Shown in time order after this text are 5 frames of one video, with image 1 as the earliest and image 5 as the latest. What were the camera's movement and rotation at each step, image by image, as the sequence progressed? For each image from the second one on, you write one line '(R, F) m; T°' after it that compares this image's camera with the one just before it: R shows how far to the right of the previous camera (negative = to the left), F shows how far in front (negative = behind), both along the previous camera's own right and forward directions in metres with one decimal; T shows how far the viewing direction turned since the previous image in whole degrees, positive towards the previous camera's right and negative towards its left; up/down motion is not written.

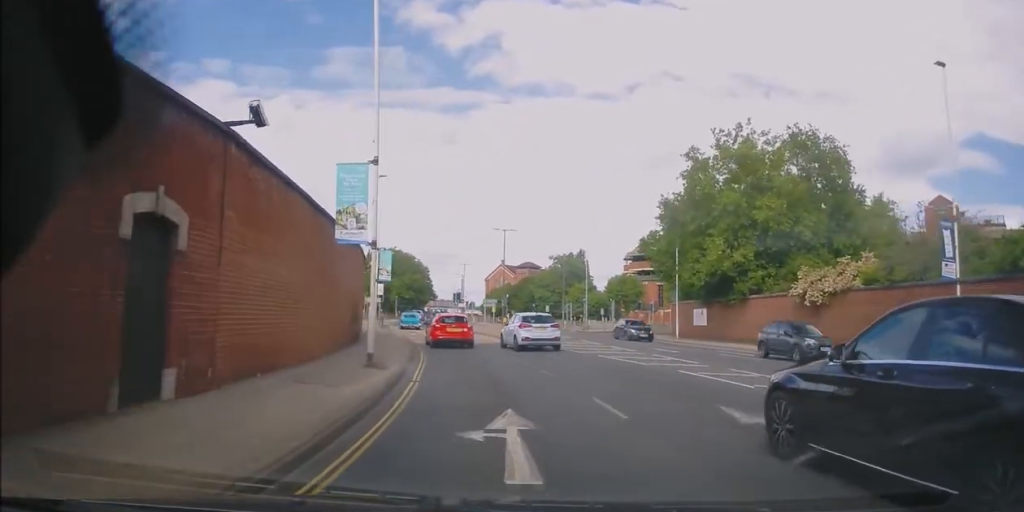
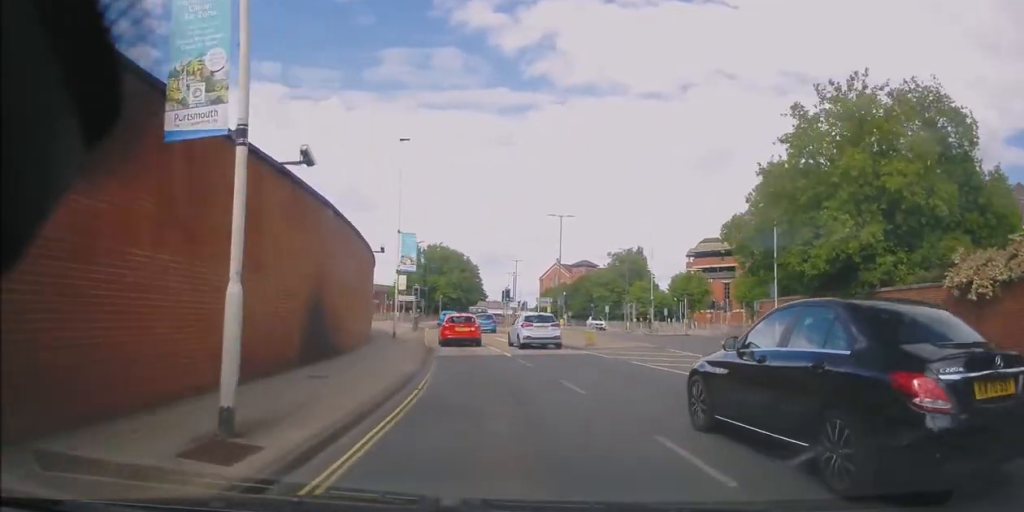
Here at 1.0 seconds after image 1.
(-0.3, +8.8) m; -6°
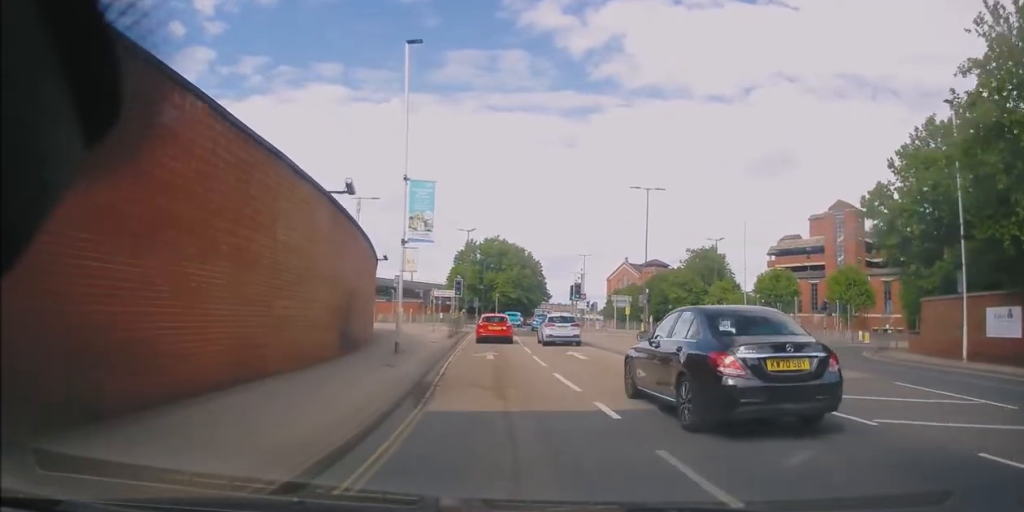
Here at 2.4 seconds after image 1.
(-0.9, +12.4) m; -8°
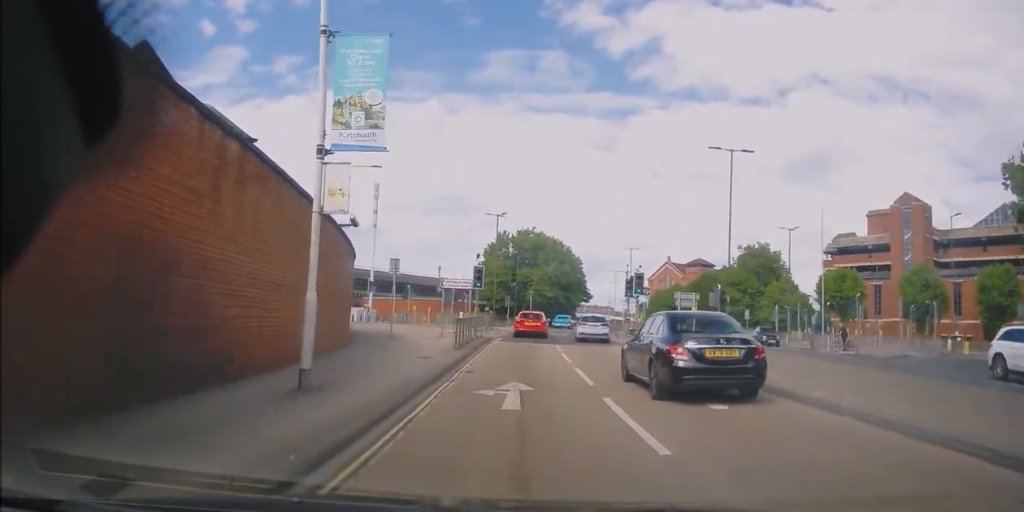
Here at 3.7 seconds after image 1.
(-0.5, +11.0) m; -4°
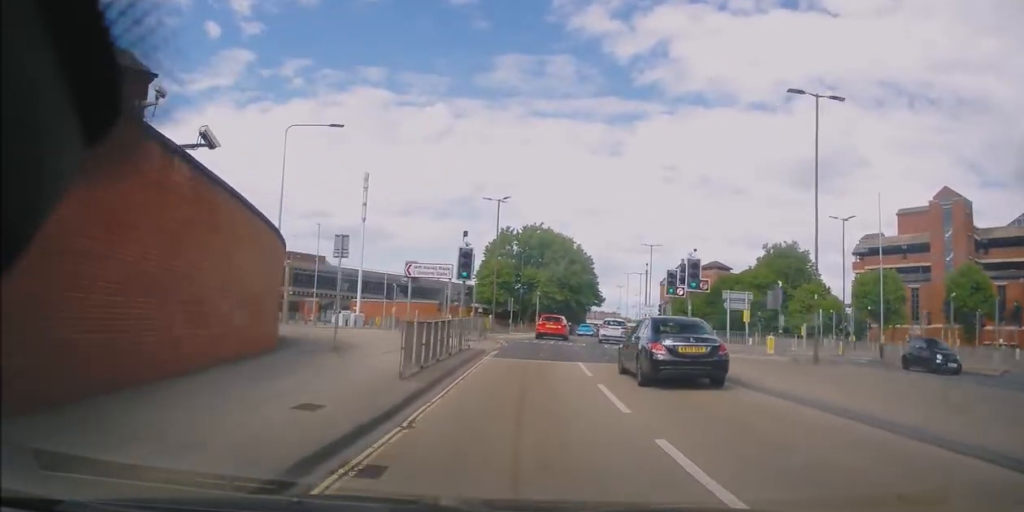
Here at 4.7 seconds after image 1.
(-0.2, +9.5) m; -2°
